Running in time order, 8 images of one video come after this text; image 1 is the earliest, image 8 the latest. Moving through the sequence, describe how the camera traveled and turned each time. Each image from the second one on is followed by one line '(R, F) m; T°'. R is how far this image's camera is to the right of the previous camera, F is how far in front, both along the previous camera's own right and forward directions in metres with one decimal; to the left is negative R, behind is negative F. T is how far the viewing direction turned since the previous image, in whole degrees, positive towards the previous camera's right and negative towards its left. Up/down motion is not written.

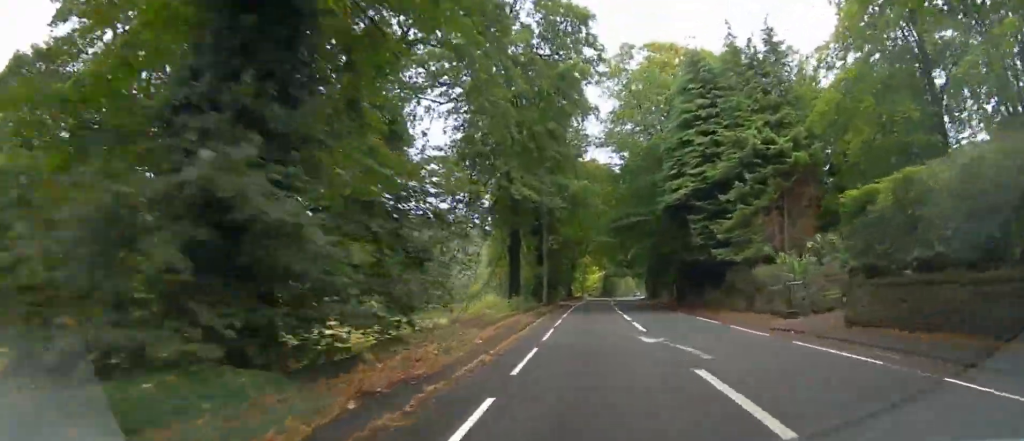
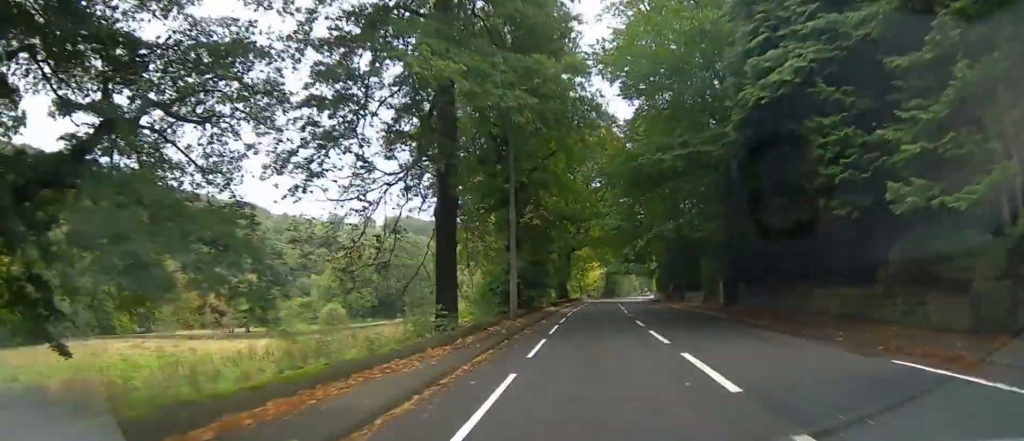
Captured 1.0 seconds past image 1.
(0.0, +16.3) m; 0°
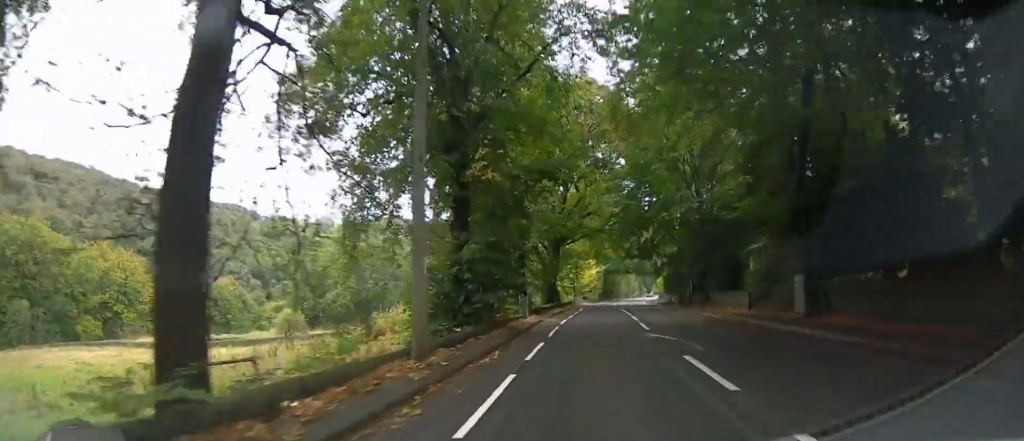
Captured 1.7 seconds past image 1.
(-0.1, +11.5) m; 0°
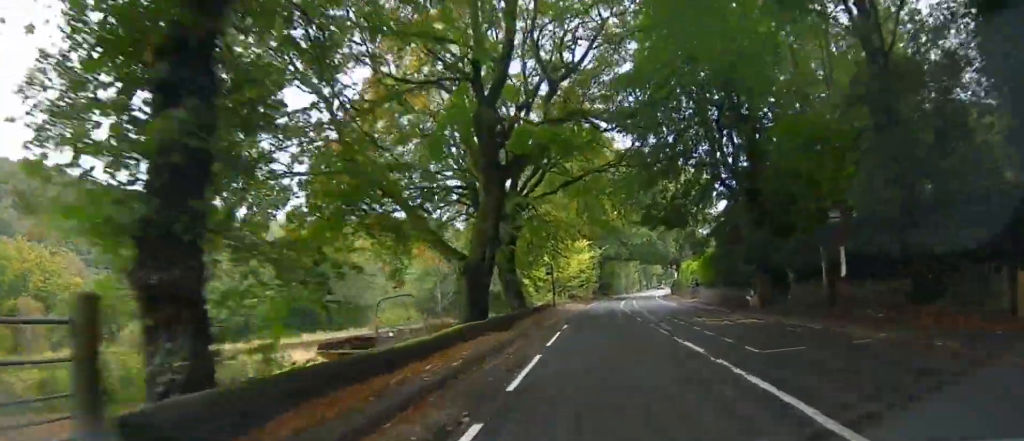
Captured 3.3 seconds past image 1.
(+0.4, +26.8) m; +2°
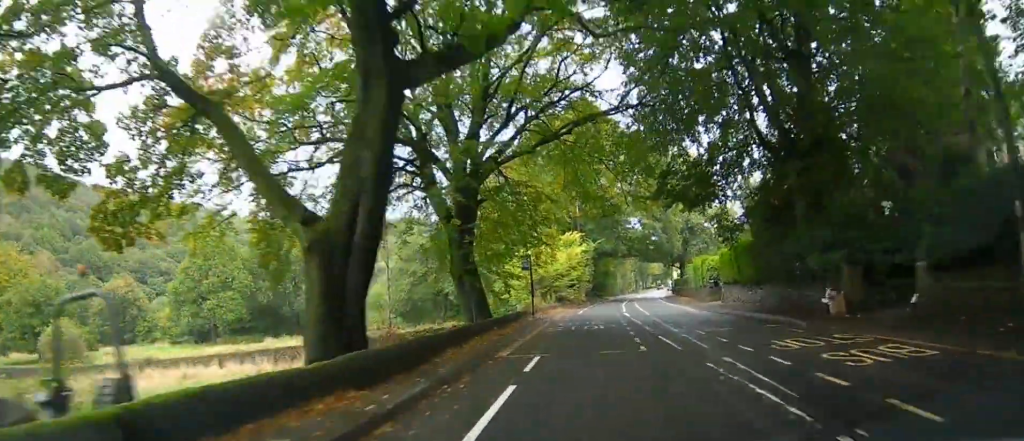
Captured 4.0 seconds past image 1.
(+0.1, +10.9) m; +1°
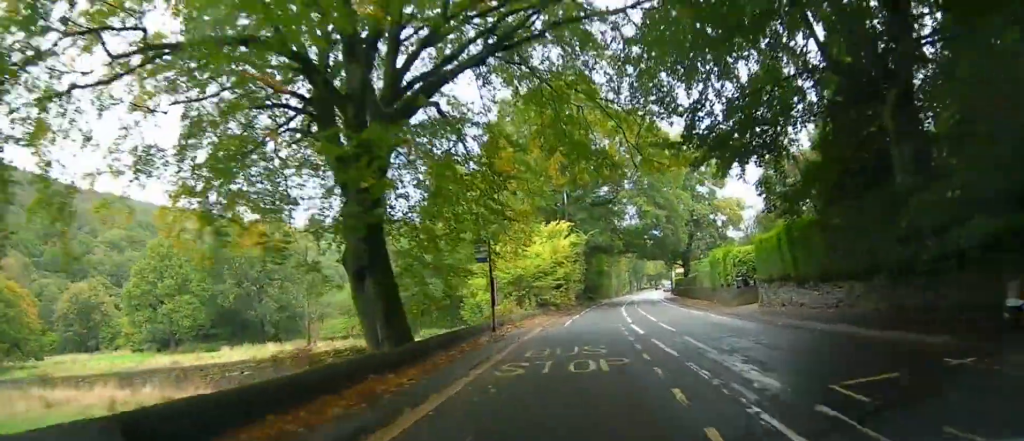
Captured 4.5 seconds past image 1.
(+0.1, +8.2) m; 0°
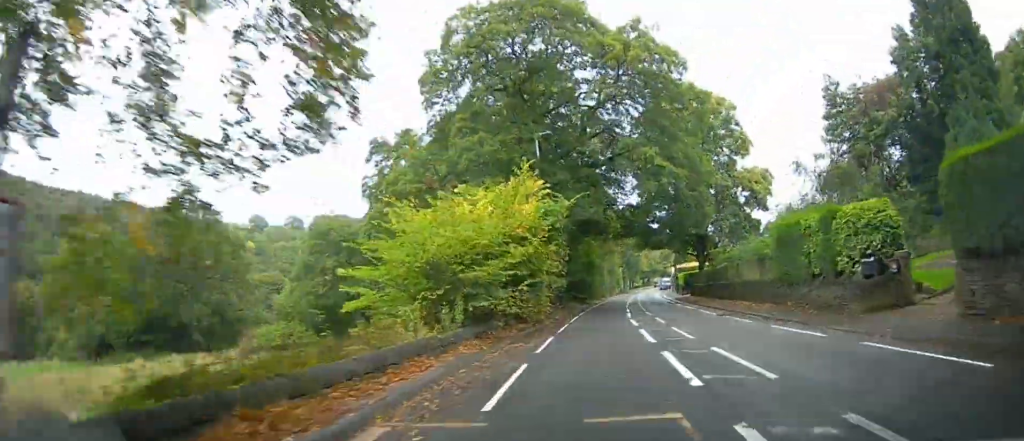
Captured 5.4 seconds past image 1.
(0.0, +15.0) m; +1°
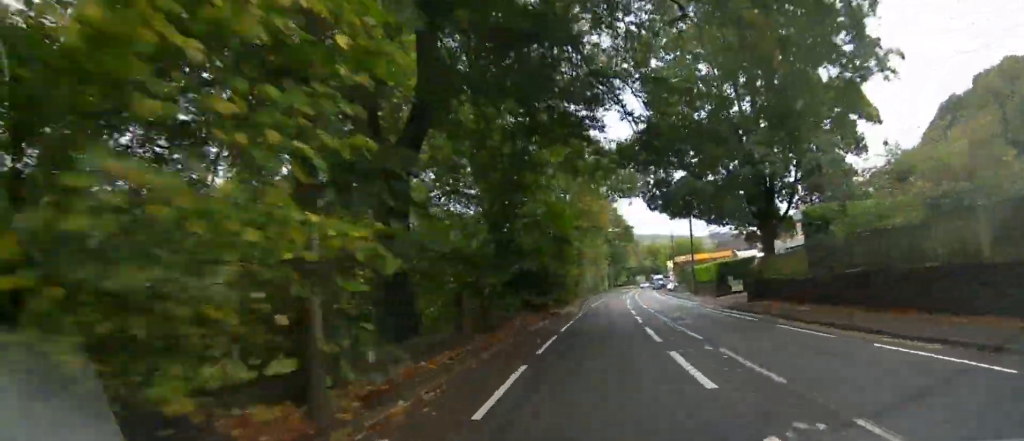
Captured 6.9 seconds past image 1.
(+0.6, +24.0) m; +3°
